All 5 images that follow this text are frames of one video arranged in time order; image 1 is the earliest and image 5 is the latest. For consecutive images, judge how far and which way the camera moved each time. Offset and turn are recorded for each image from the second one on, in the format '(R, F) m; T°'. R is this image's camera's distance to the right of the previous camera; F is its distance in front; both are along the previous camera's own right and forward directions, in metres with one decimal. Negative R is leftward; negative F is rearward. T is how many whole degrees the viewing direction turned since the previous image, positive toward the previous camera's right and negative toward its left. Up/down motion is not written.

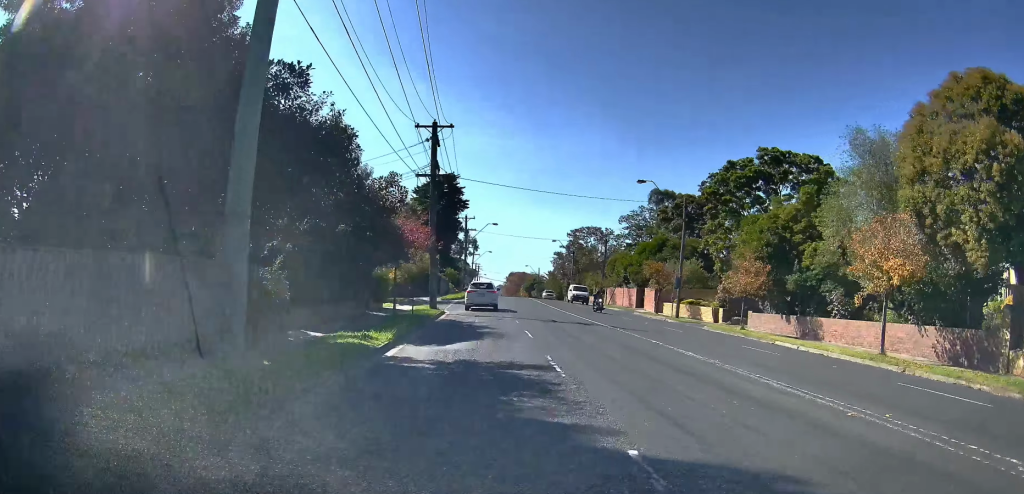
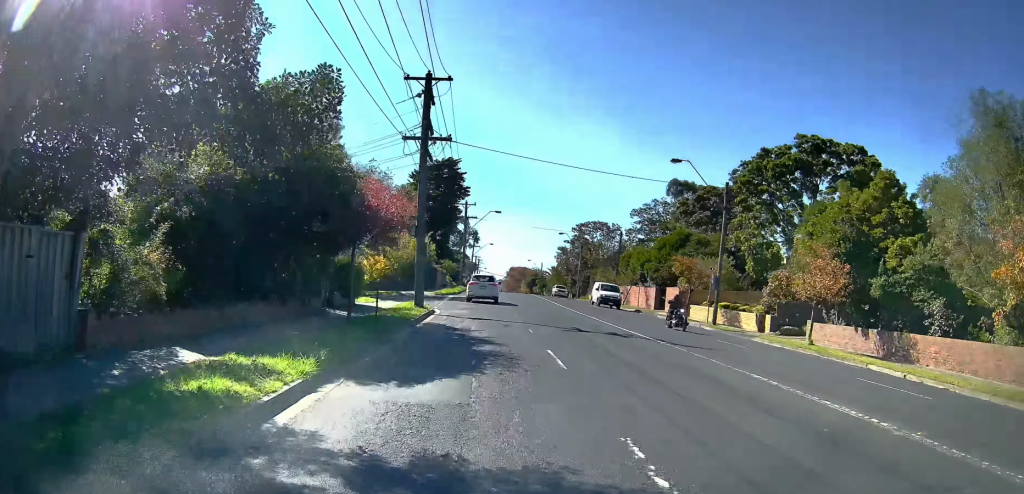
(0.0, +7.5) m; 0°
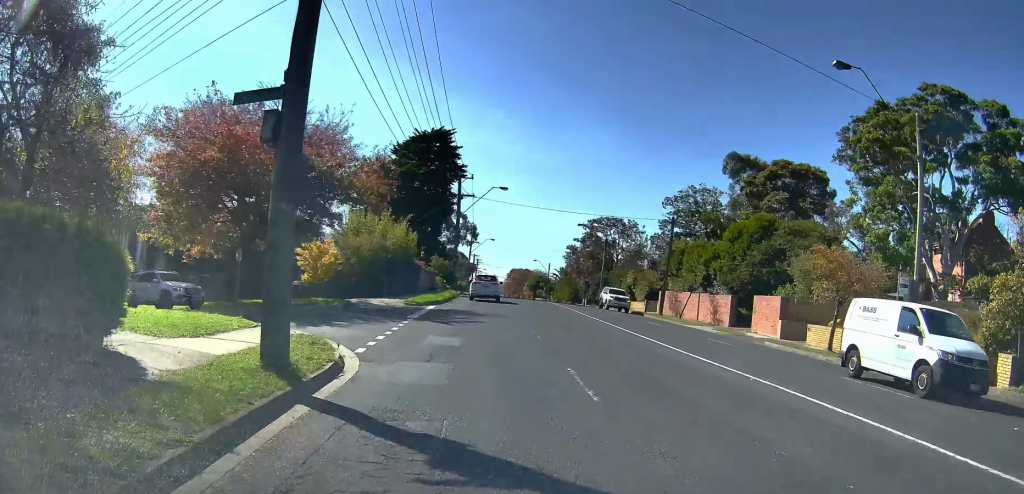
(-0.1, +18.4) m; 0°
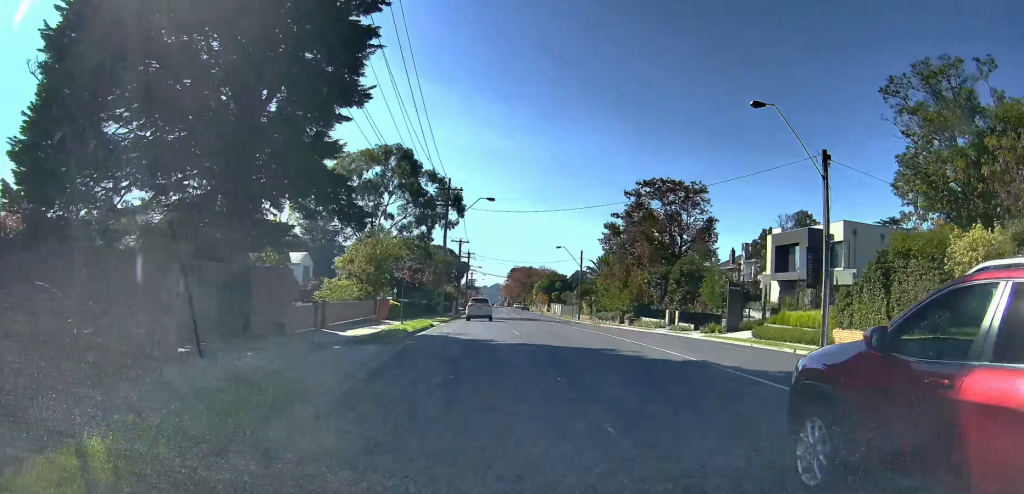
(-3.4, +50.8) m; -5°
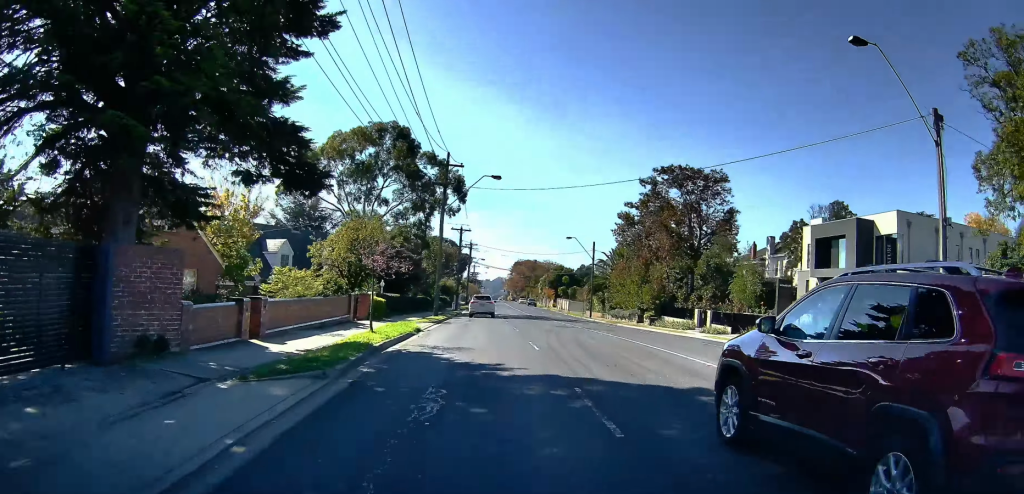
(+0.2, +7.3) m; +2°
